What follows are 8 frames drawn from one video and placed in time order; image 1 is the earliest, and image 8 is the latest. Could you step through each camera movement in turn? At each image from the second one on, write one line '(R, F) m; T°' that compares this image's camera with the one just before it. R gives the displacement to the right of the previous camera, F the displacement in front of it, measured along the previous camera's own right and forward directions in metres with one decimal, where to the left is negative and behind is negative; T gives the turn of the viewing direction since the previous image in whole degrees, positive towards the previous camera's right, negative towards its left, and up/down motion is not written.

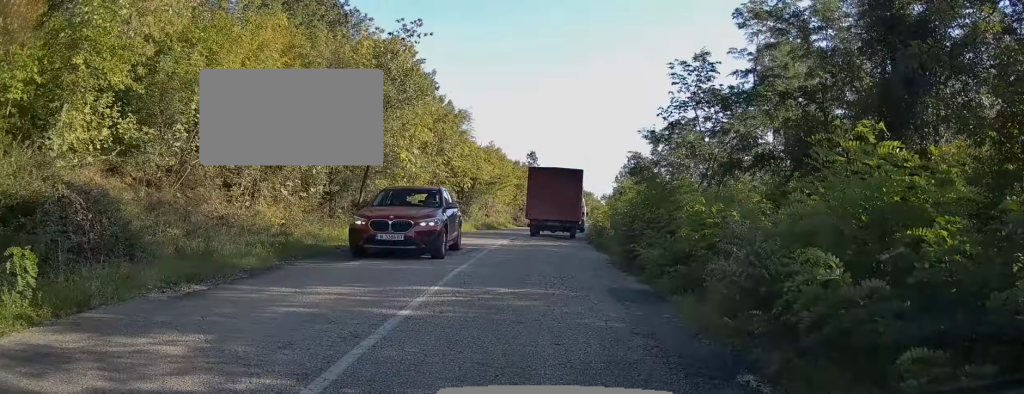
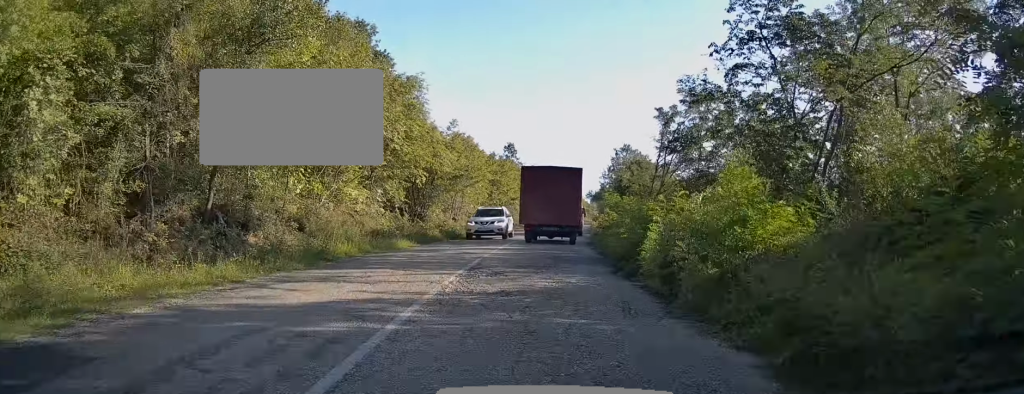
(+0.1, +11.0) m; +1°
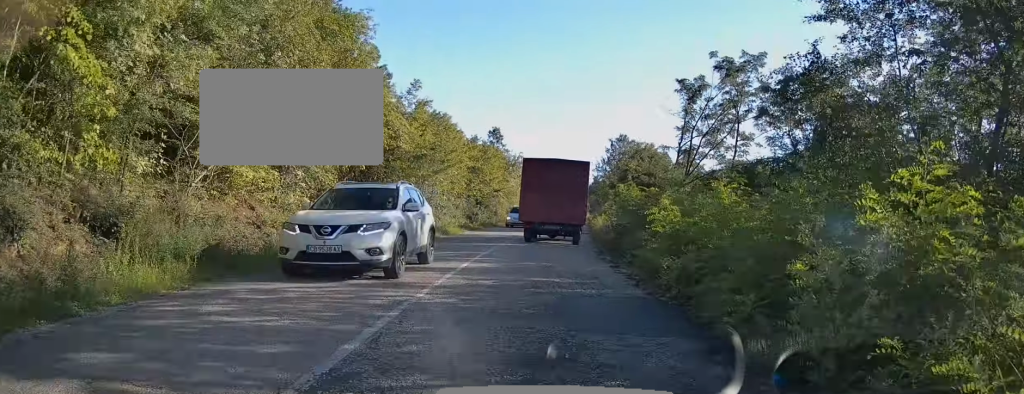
(+0.1, +8.6) m; +1°
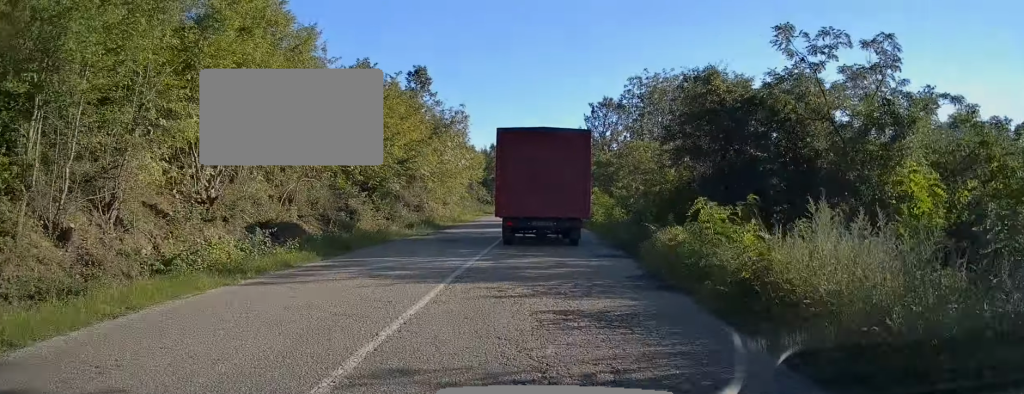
(+0.9, +25.9) m; +4°
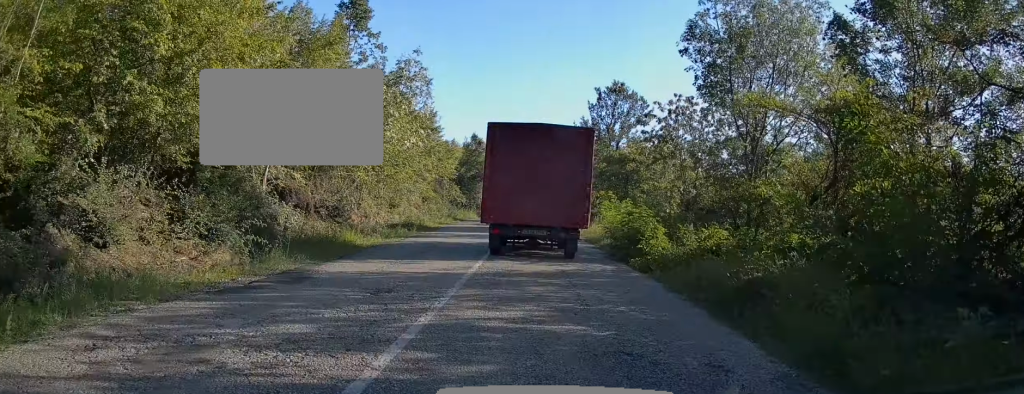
(+0.1, +14.6) m; +1°
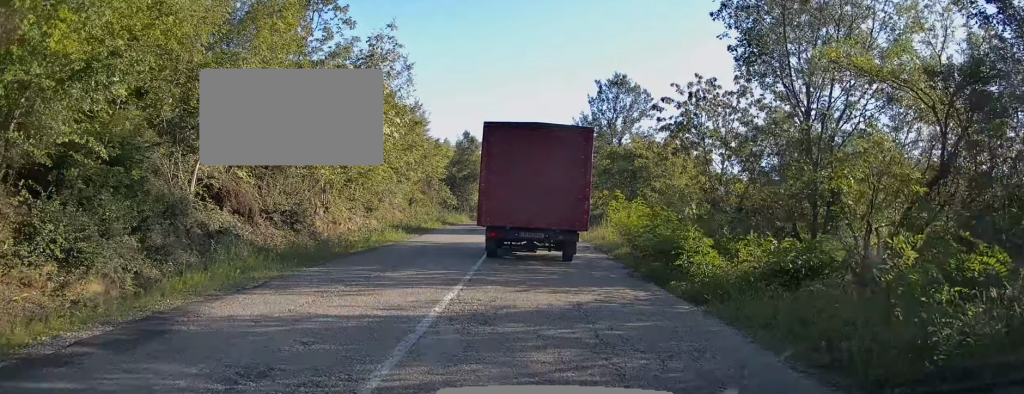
(+0.1, +4.0) m; 0°
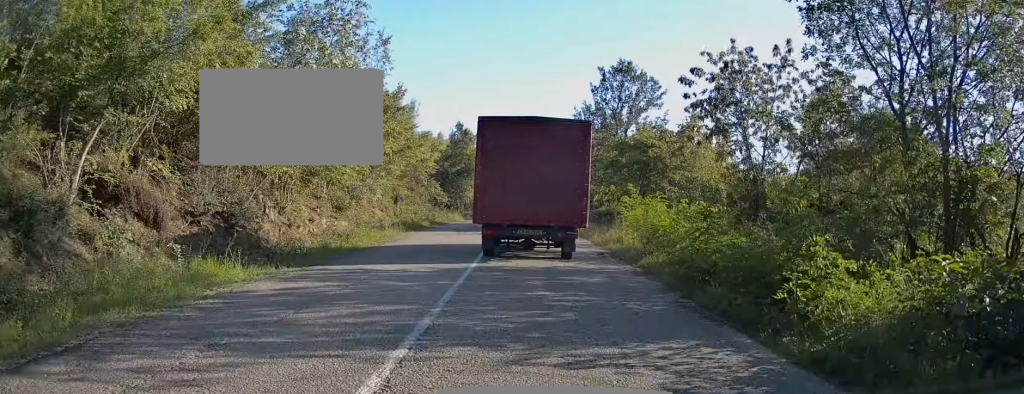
(0.0, +4.3) m; 0°
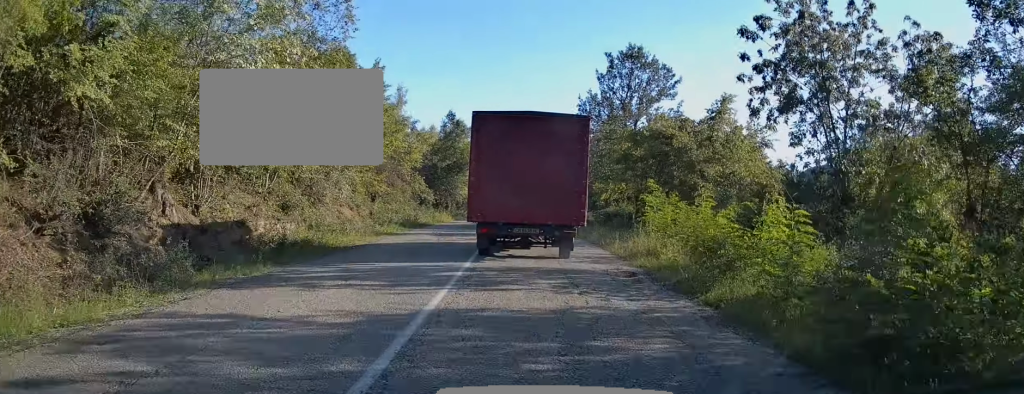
(0.0, +5.0) m; 0°
